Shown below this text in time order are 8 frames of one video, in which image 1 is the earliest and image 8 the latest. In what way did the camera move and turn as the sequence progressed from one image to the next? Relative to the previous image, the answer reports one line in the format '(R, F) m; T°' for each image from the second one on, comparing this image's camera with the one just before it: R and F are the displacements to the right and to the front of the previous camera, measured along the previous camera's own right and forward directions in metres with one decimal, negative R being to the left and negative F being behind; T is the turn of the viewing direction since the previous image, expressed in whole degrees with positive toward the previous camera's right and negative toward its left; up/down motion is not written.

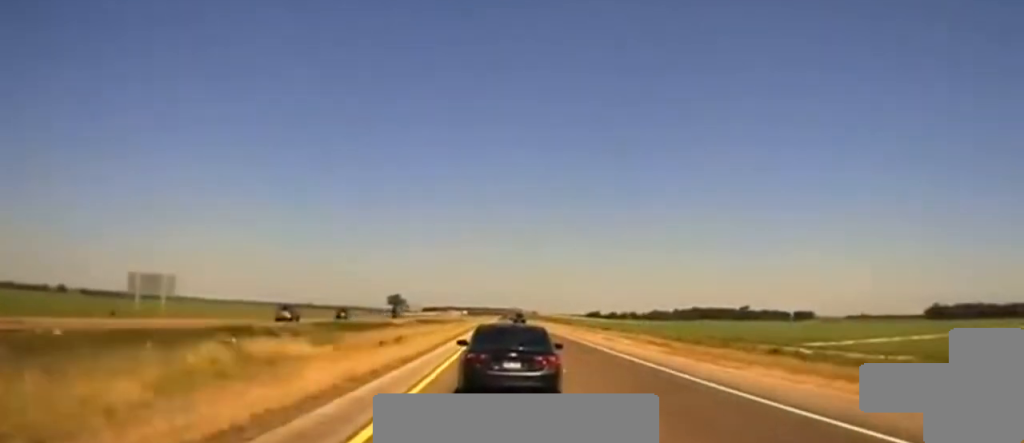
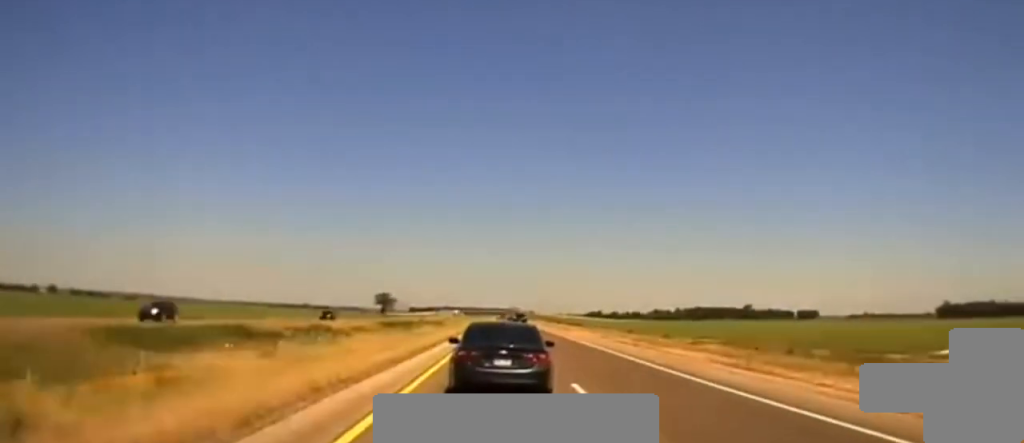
(-0.2, +43.1) m; 0°
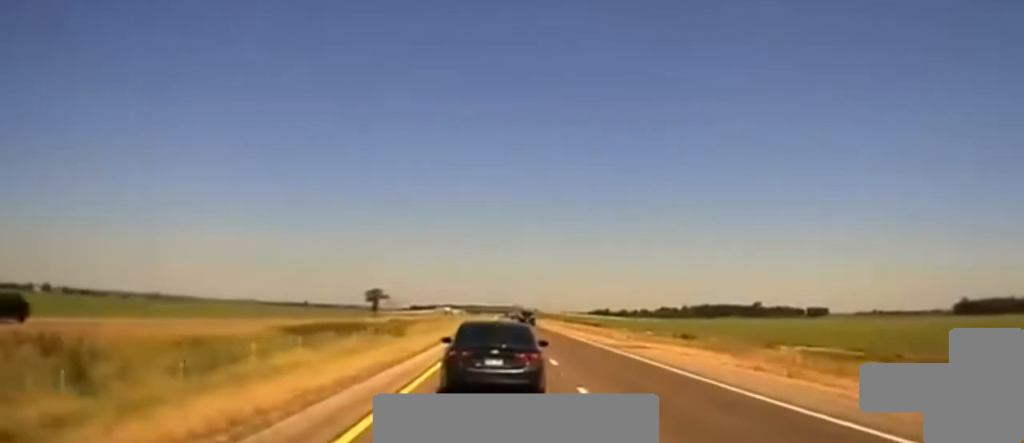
(-0.1, +47.2) m; 0°
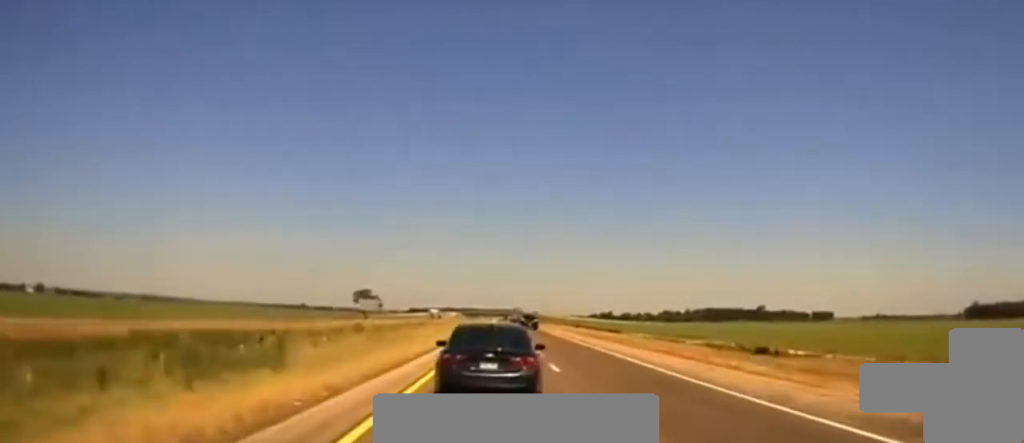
(-0.1, +34.9) m; 0°
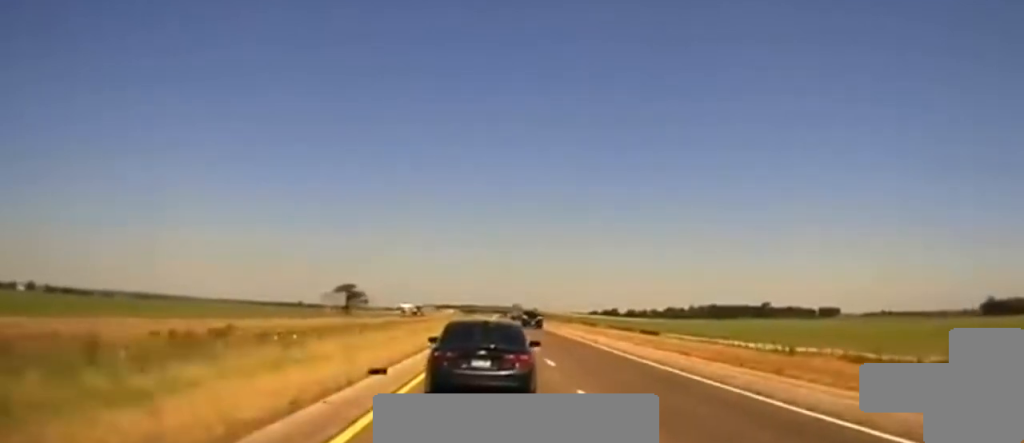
(-0.1, +49.4) m; 0°
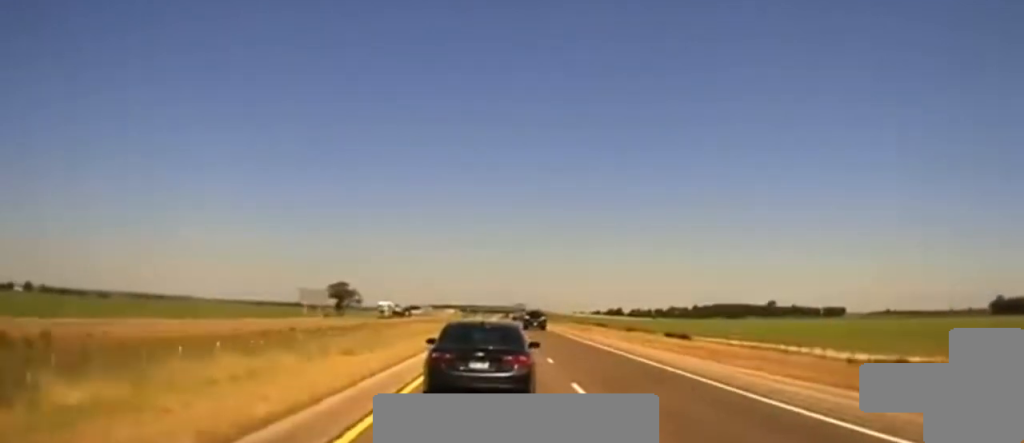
(0.0, +22.7) m; 0°
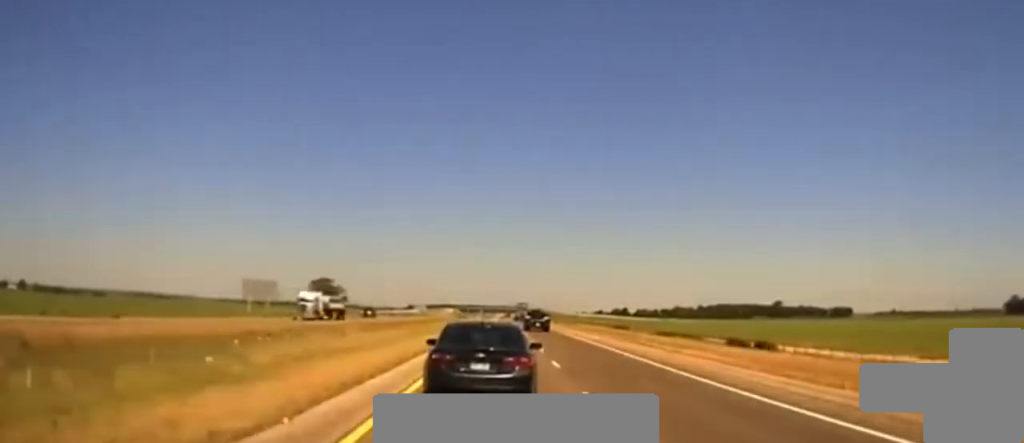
(0.0, +39.9) m; 0°
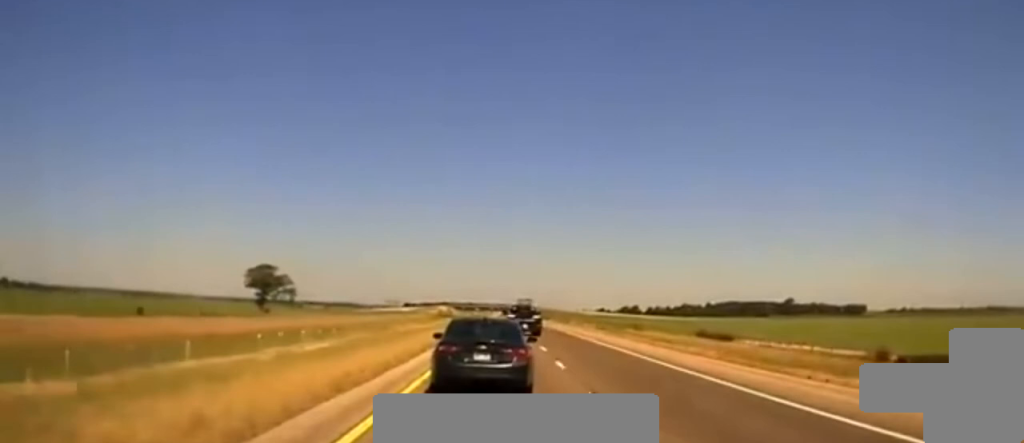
(0.0, +89.1) m; 0°
